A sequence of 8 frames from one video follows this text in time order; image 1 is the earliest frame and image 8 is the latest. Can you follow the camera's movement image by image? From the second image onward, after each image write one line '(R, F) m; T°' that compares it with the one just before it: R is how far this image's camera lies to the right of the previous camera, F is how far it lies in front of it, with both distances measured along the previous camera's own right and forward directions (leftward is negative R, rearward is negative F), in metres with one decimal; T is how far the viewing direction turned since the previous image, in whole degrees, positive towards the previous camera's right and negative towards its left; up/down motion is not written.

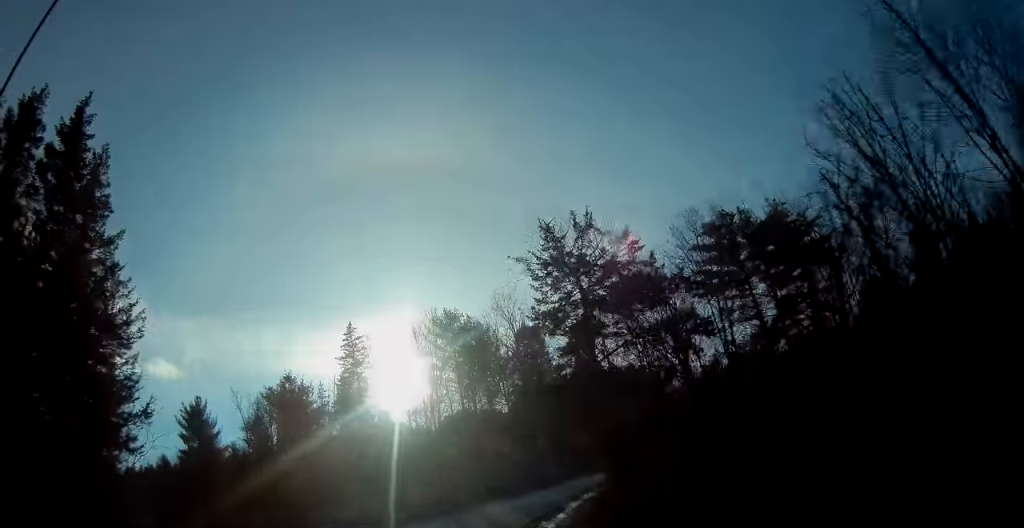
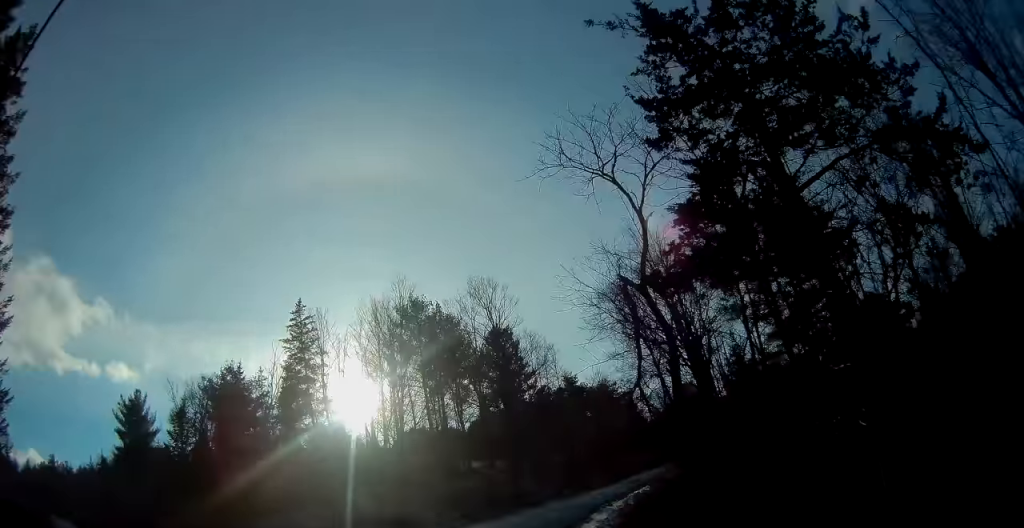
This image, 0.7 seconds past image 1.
(+0.3, +9.5) m; +6°
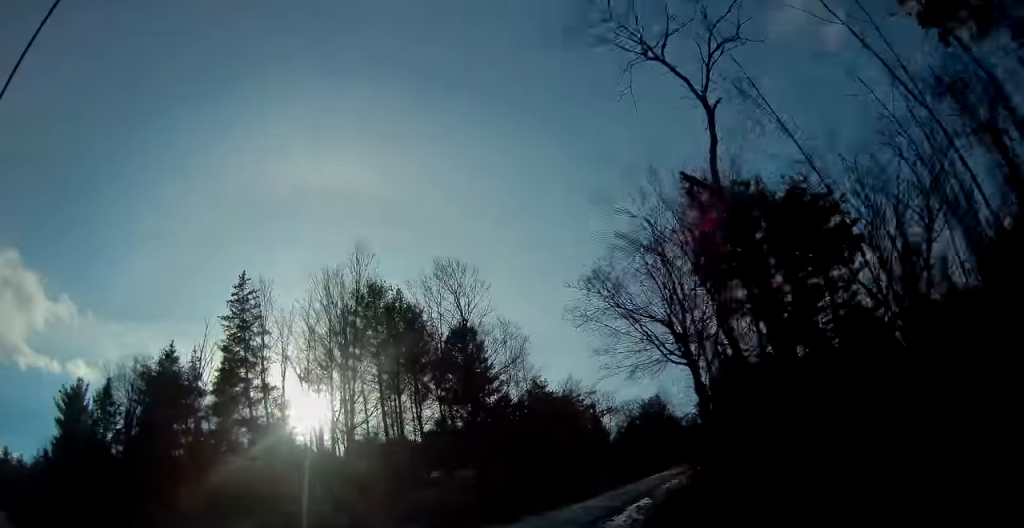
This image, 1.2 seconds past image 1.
(-0.3, +6.5) m; +5°
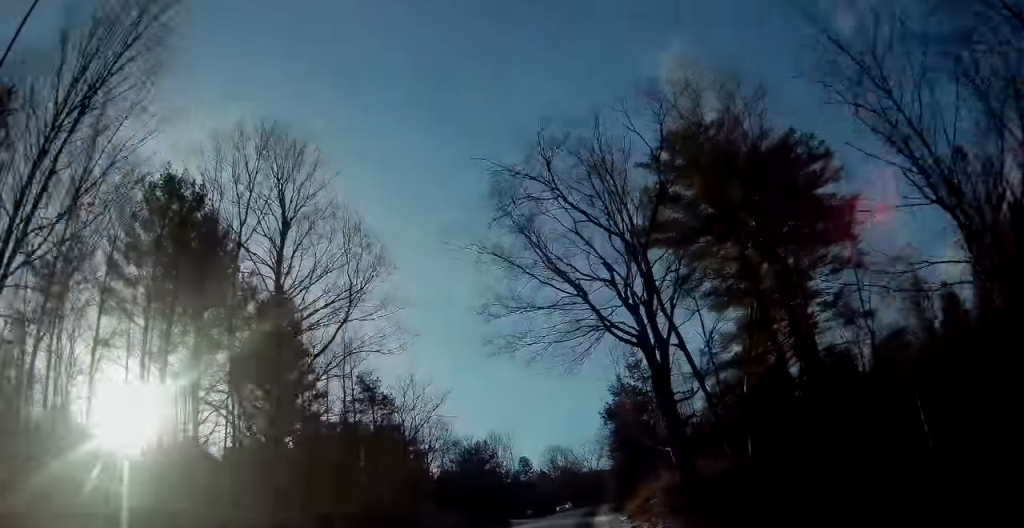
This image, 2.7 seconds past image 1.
(+3.5, +17.5) m; +18°
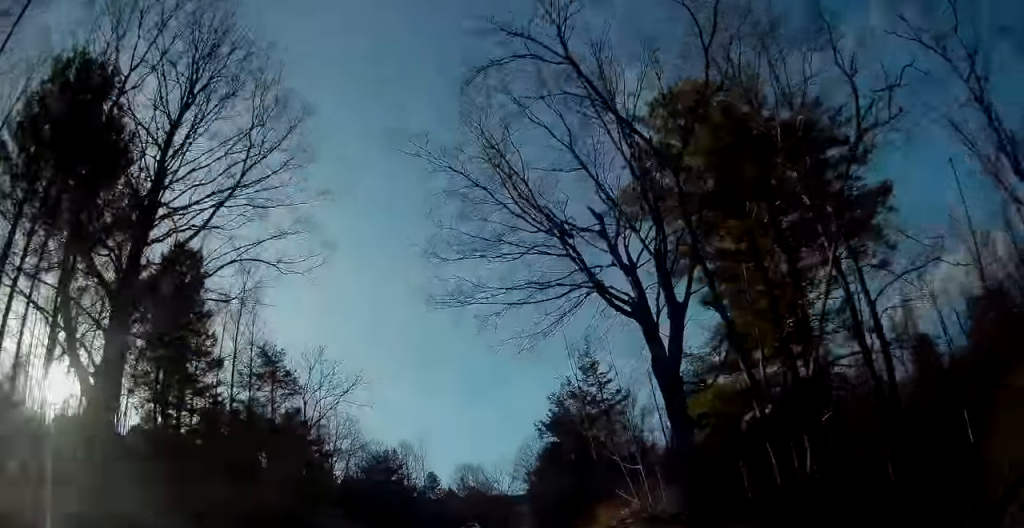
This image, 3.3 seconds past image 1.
(+0.2, +7.6) m; +7°
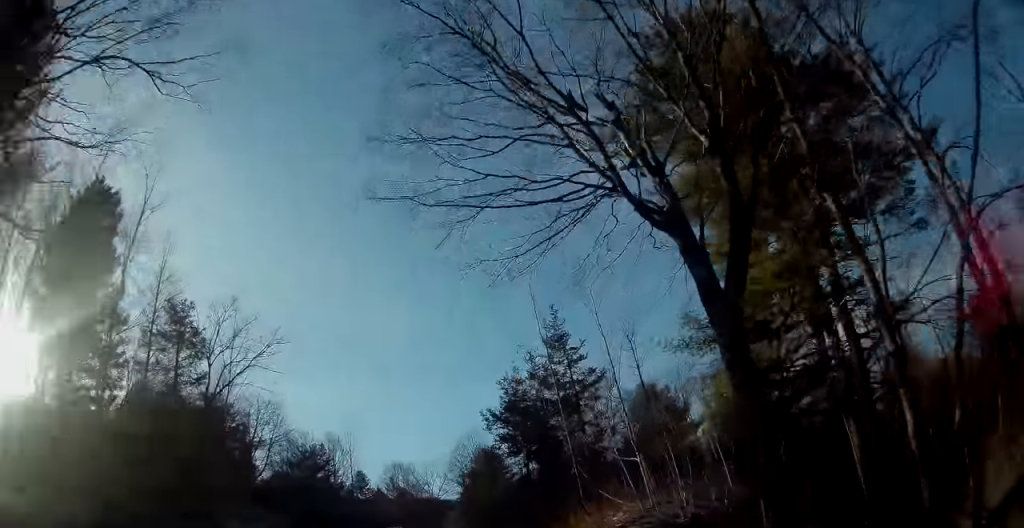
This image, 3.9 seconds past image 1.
(+0.7, +6.6) m; +6°
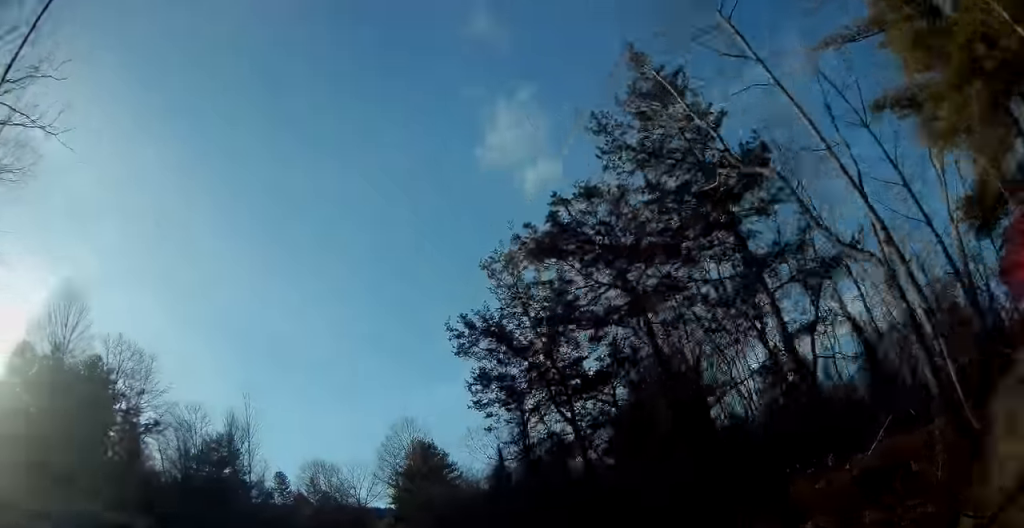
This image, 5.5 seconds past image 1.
(+2.0, +18.3) m; +8°
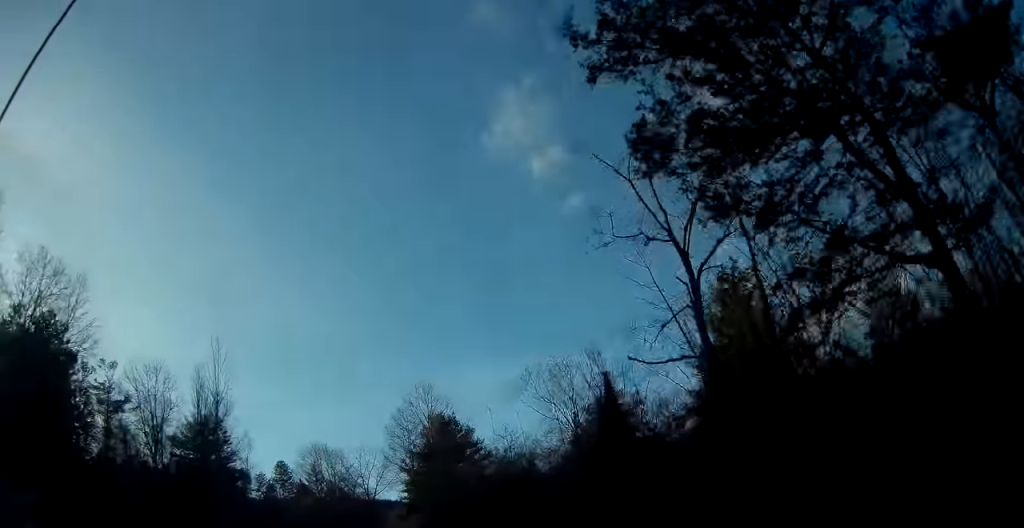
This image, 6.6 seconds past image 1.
(0.0, +12.9) m; 0°
